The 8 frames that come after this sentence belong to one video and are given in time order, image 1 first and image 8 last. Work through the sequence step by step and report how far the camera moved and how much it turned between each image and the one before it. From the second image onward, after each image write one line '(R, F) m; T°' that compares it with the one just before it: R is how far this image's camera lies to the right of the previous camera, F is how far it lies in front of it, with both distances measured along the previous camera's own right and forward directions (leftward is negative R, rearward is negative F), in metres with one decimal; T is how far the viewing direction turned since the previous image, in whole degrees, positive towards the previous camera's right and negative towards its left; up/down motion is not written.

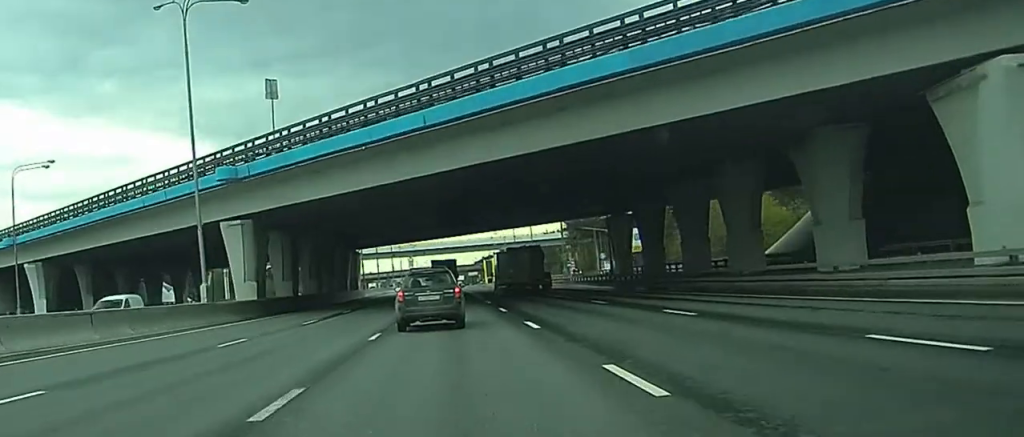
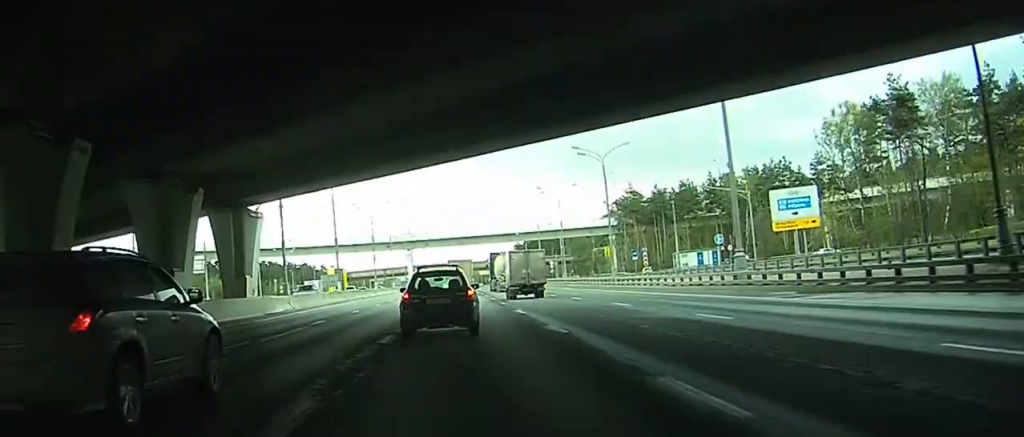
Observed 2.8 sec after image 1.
(+0.4, +59.9) m; +2°
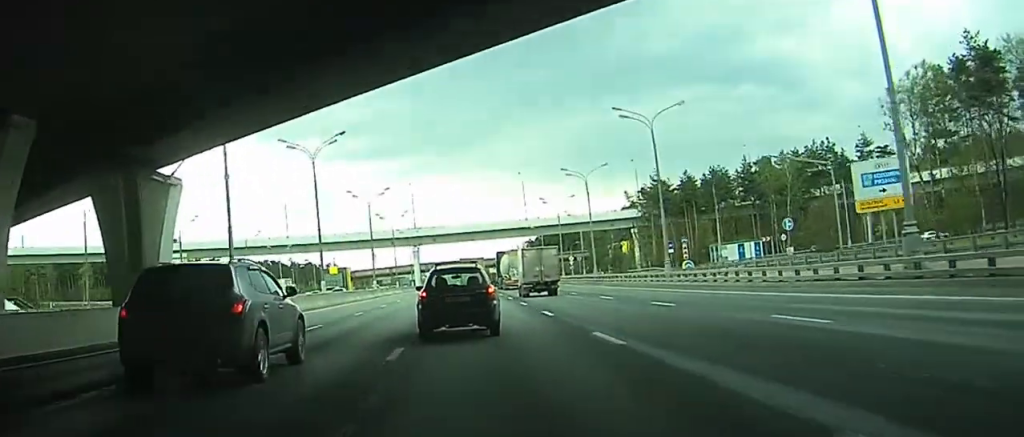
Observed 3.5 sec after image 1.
(0.0, +19.5) m; 0°
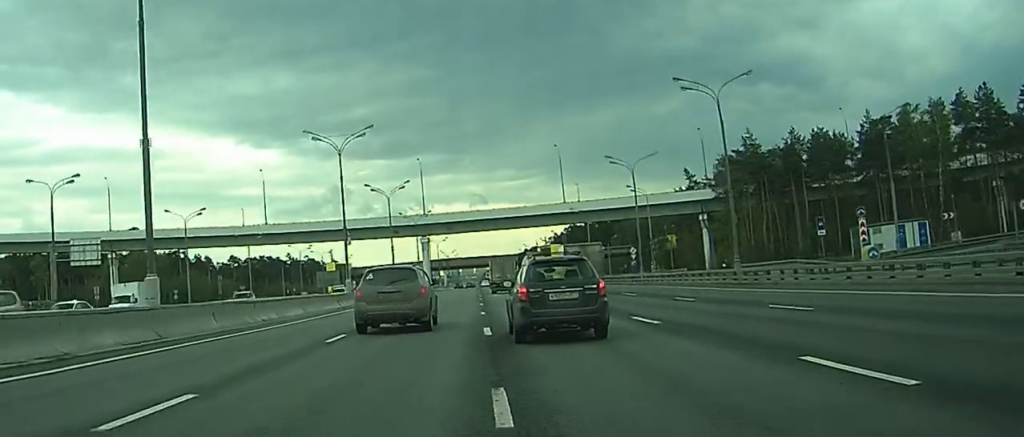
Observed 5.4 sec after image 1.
(-0.1, +47.3) m; -1°
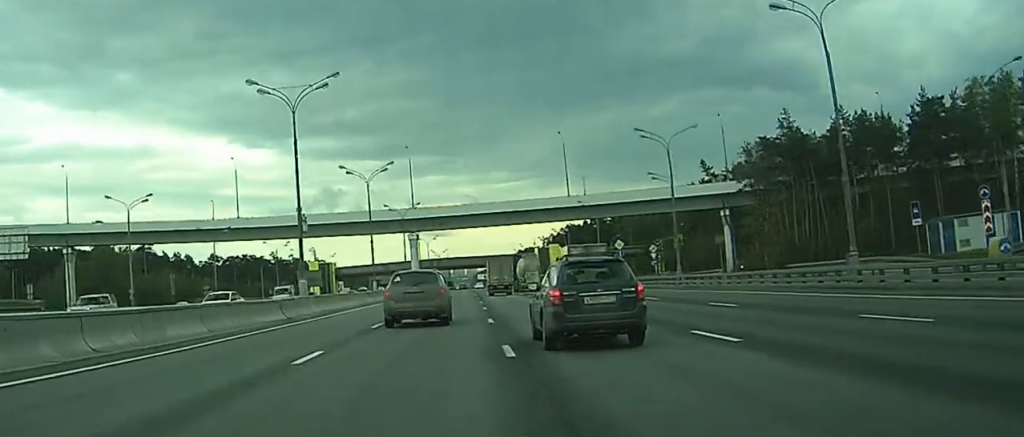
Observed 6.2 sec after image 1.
(-0.1, +17.4) m; 0°
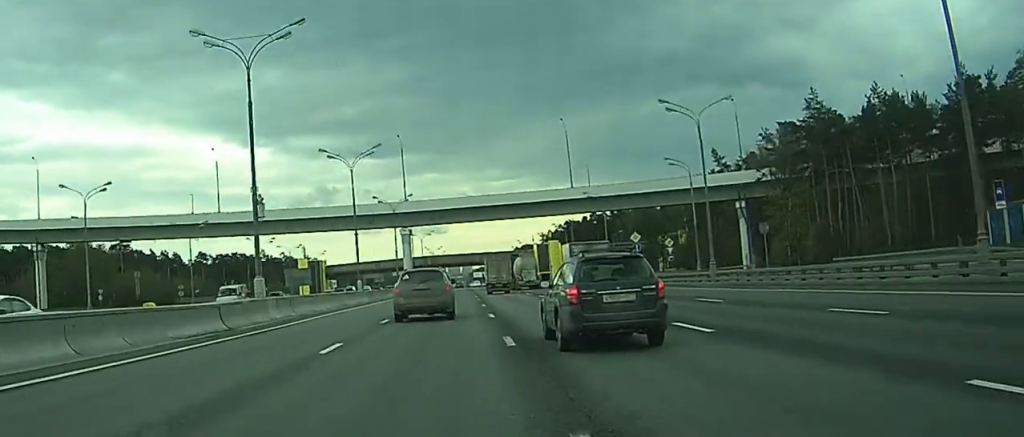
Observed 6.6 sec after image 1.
(0.0, +10.2) m; 0°
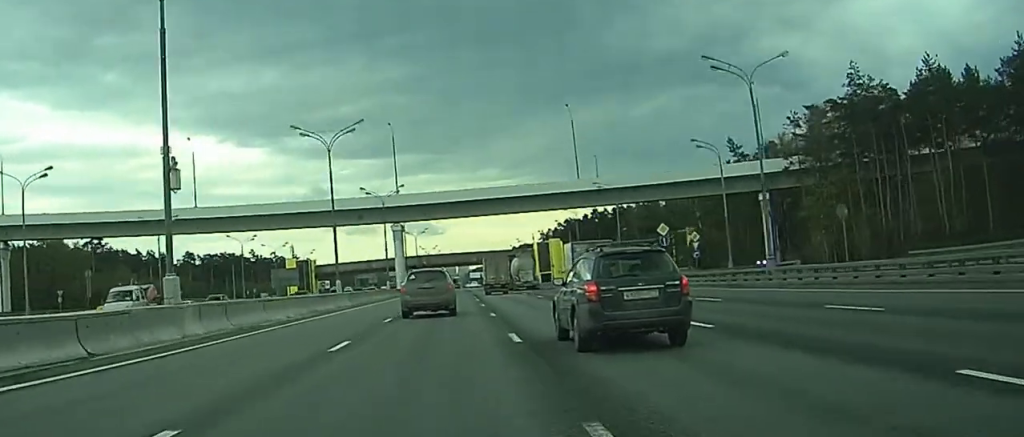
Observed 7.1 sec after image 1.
(0.0, +11.7) m; 0°
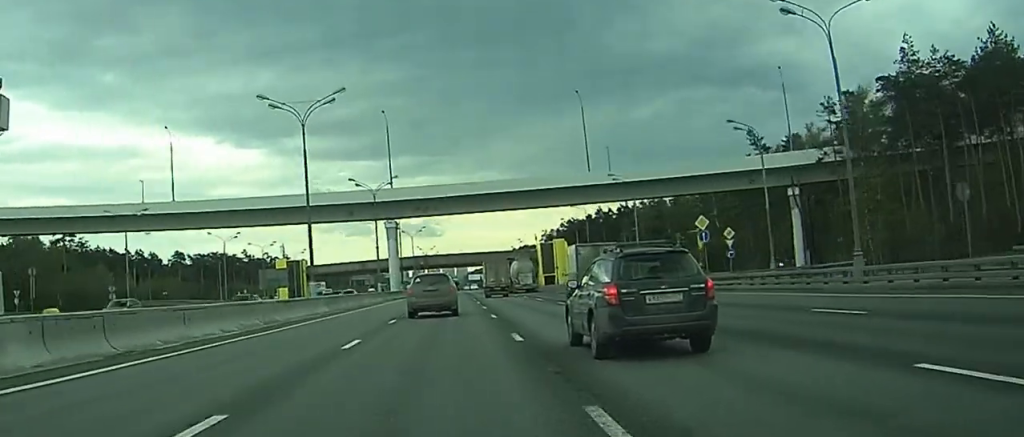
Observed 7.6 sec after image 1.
(0.0, +10.9) m; 0°
